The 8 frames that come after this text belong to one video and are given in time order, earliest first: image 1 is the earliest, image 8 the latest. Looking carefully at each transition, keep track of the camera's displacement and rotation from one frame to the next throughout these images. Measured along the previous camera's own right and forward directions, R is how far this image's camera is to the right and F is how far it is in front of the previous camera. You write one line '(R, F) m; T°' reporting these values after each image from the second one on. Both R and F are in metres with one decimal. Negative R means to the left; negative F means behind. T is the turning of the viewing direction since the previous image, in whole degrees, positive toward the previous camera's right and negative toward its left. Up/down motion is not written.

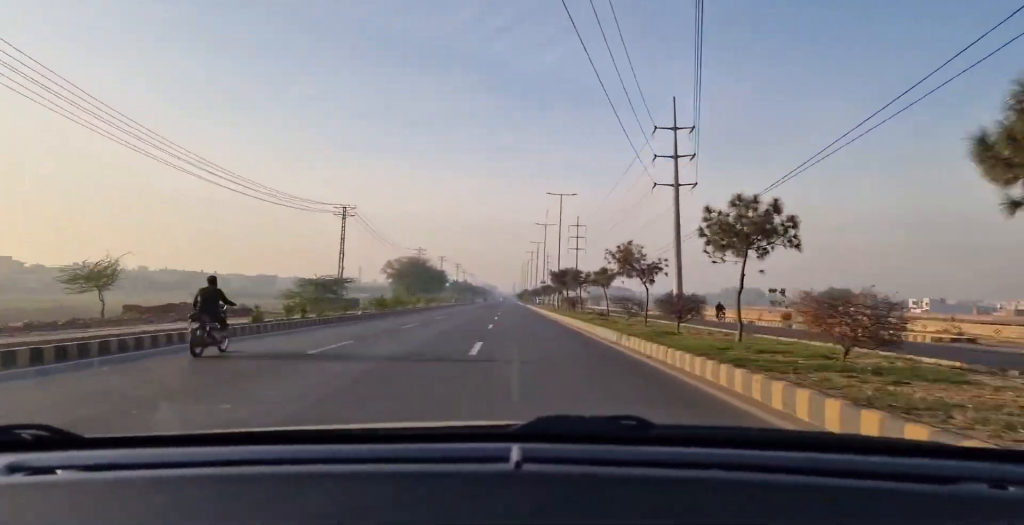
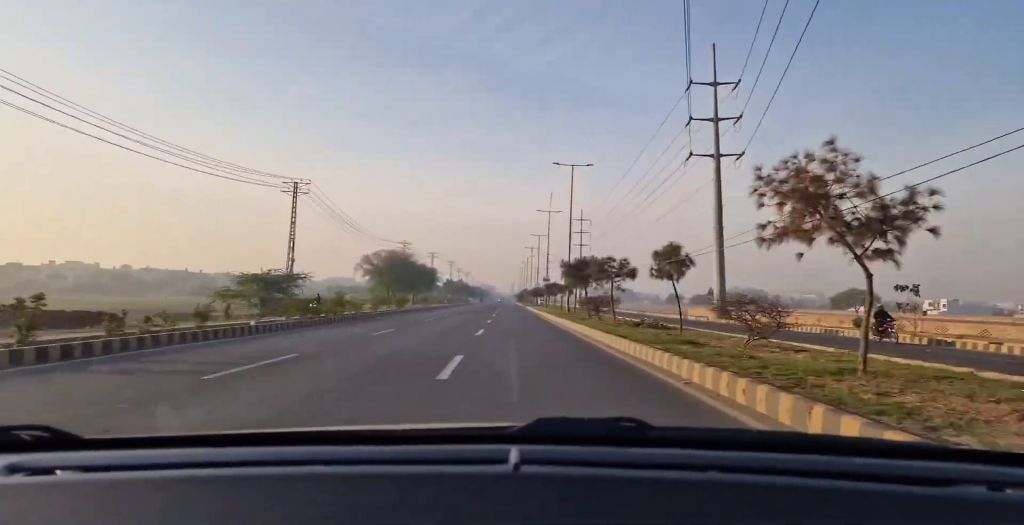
(0.0, +16.0) m; 0°
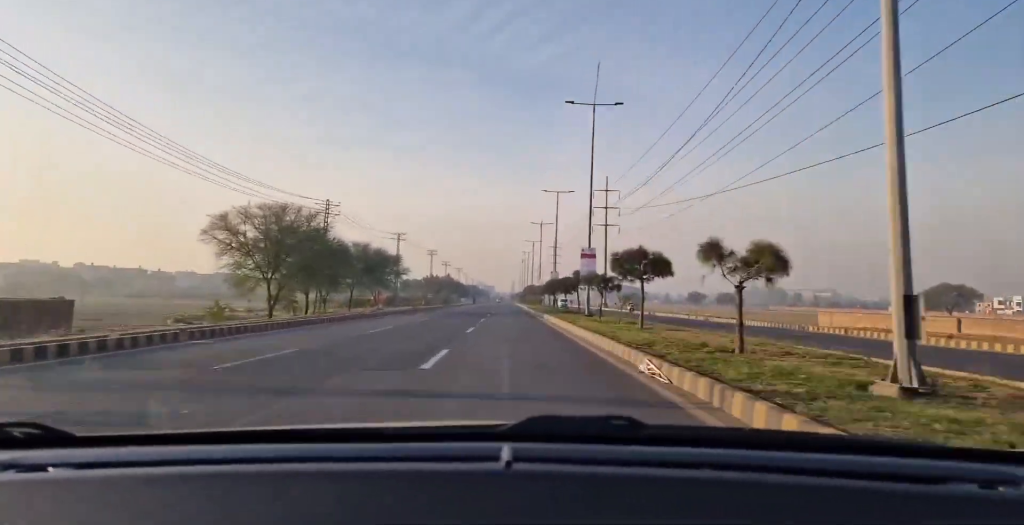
(0.0, +47.2) m; 0°
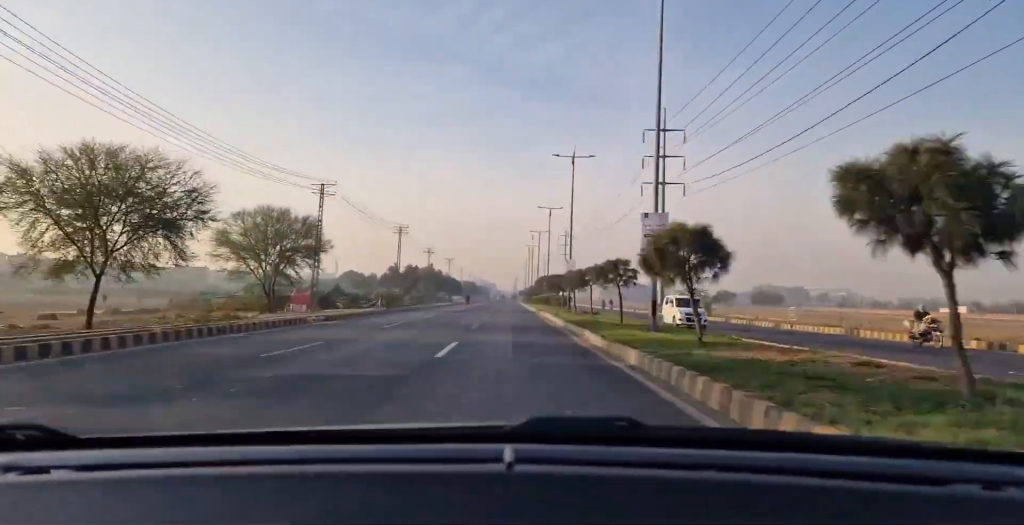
(0.0, +46.2) m; 0°
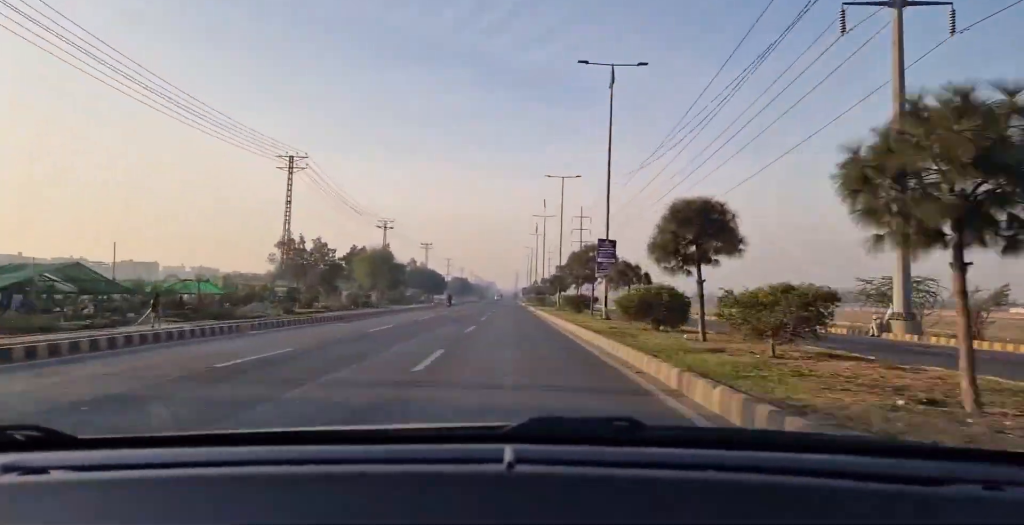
(0.0, +50.8) m; 0°
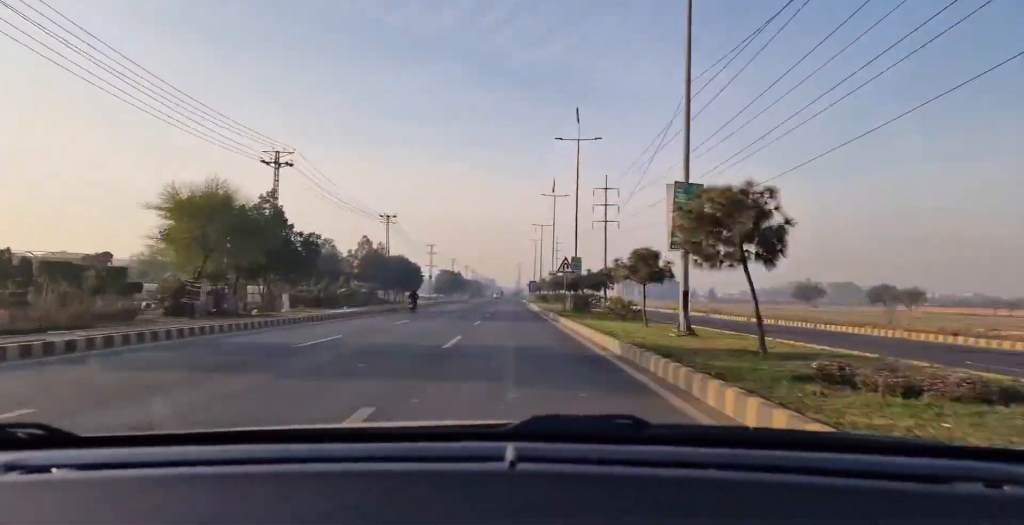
(0.0, +44.3) m; -1°
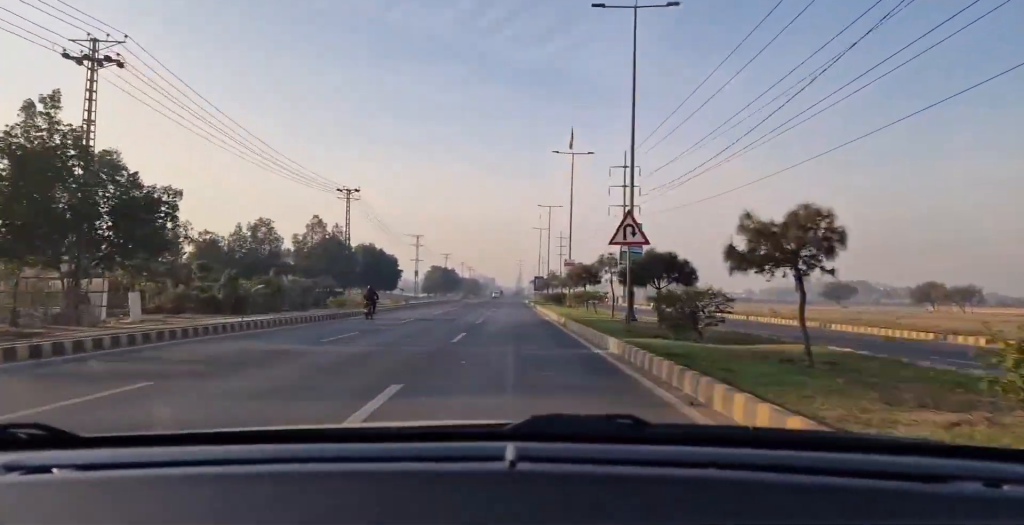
(-0.1, +22.3) m; 0°
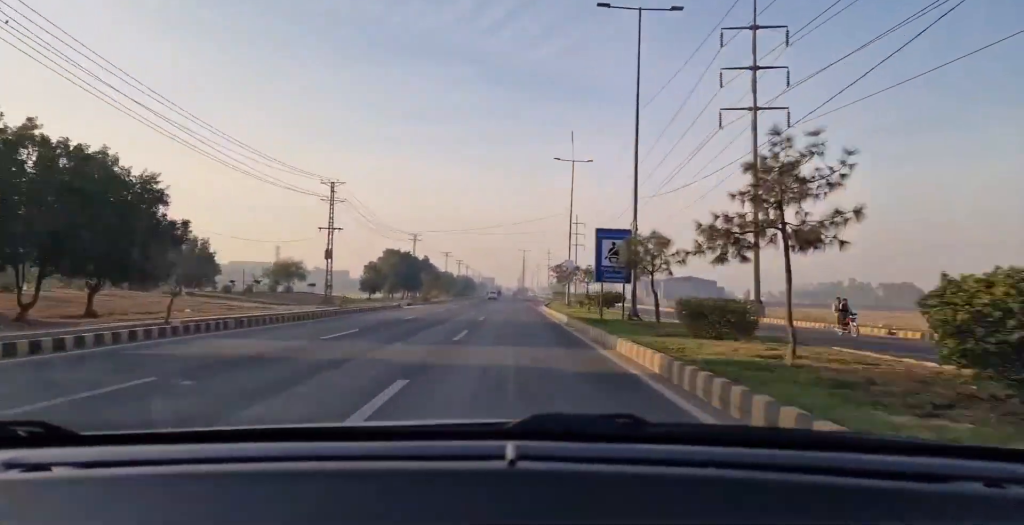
(0.0, +59.0) m; 0°
